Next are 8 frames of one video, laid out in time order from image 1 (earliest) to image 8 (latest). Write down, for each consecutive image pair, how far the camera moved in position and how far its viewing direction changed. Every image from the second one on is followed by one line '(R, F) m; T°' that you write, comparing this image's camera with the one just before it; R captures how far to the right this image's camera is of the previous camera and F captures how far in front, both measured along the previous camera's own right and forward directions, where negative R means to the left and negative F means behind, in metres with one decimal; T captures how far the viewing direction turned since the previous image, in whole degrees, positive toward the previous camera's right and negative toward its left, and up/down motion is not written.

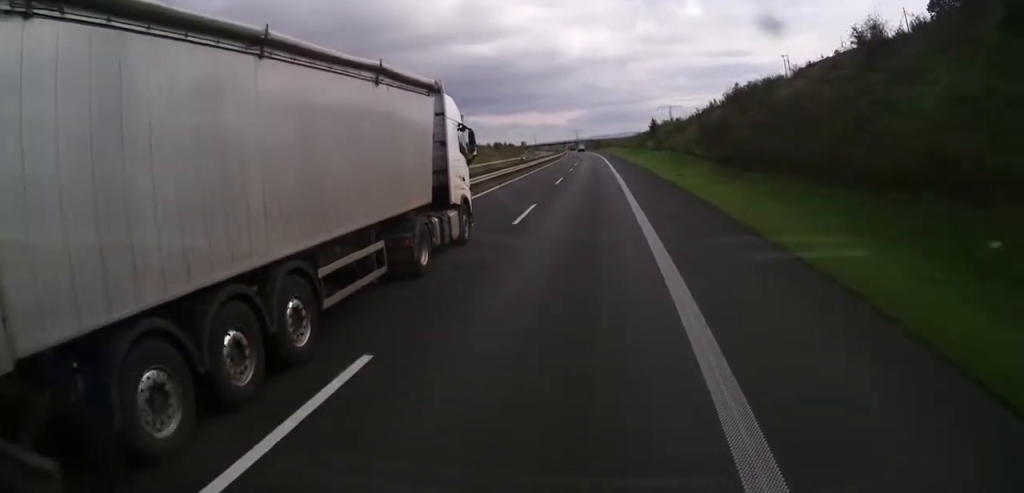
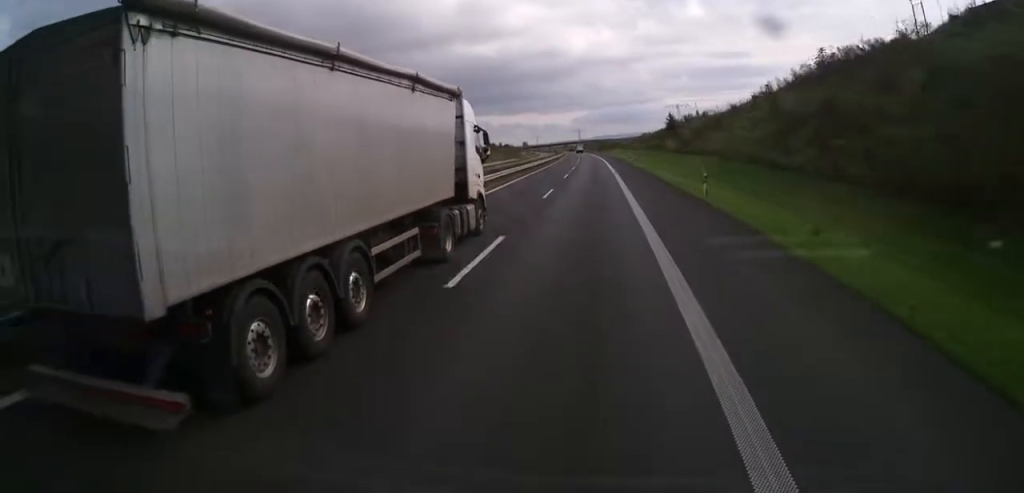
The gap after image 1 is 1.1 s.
(0.0, +26.0) m; +1°
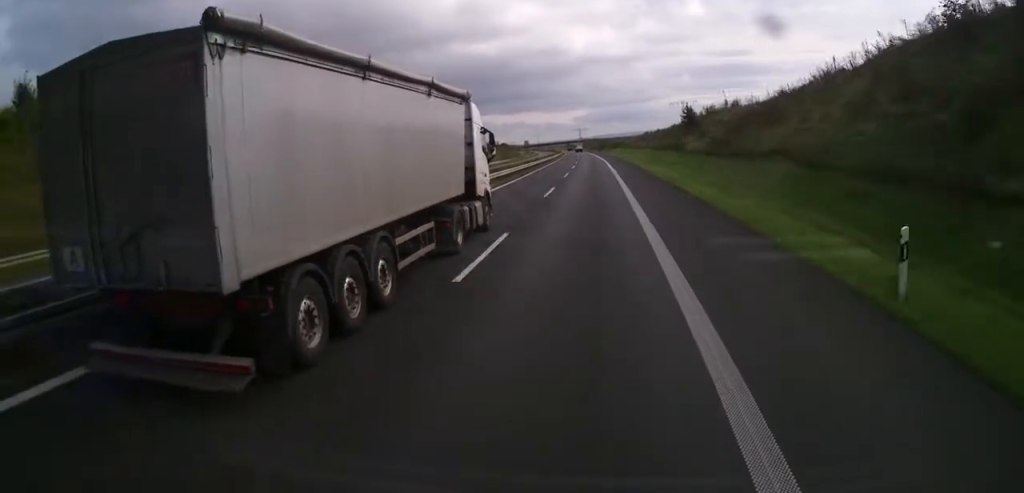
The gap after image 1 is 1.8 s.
(+0.1, +17.4) m; 0°
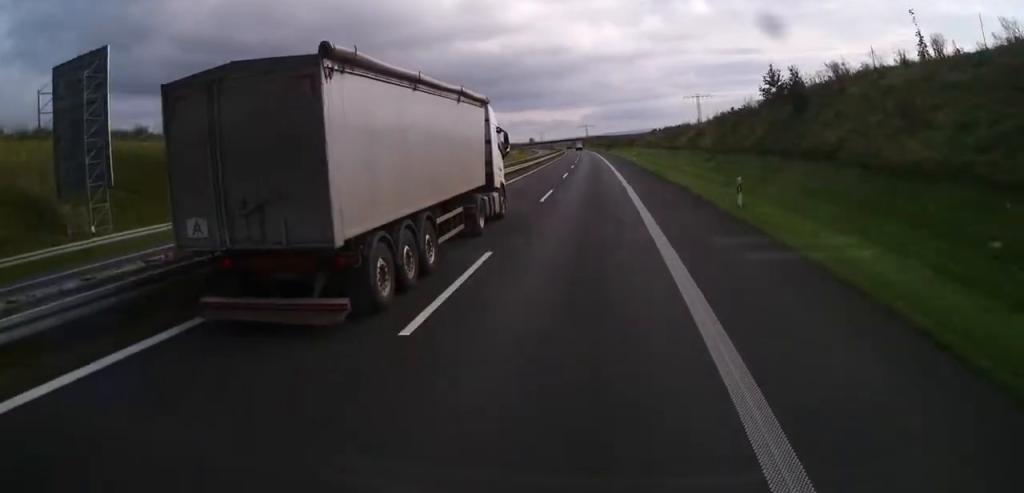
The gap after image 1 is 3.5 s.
(-0.8, +38.7) m; -2°
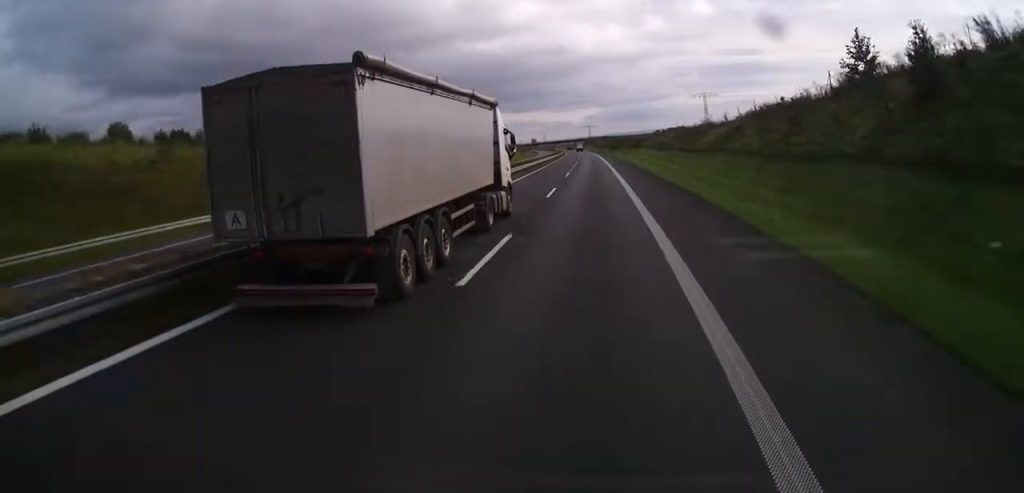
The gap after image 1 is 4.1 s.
(0.0, +15.0) m; 0°
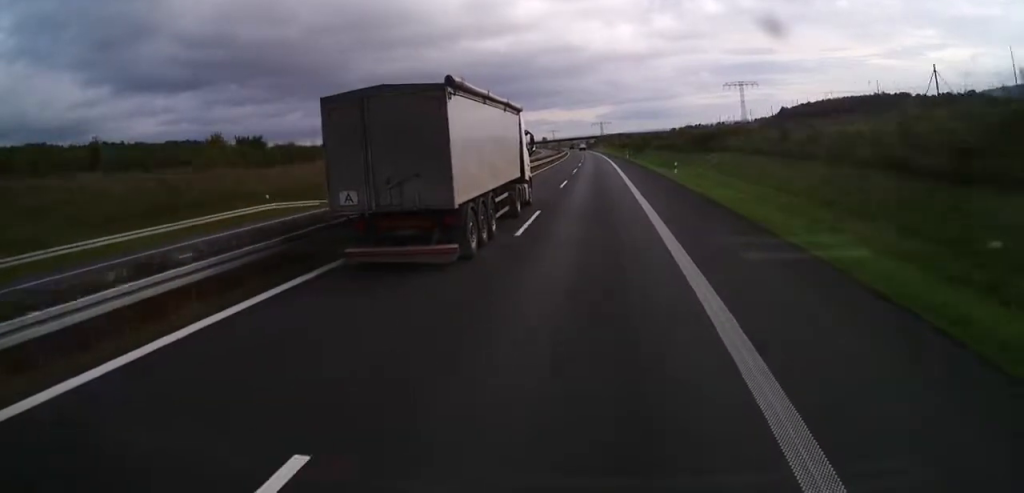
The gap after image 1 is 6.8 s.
(-0.1, +65.1) m; 0°
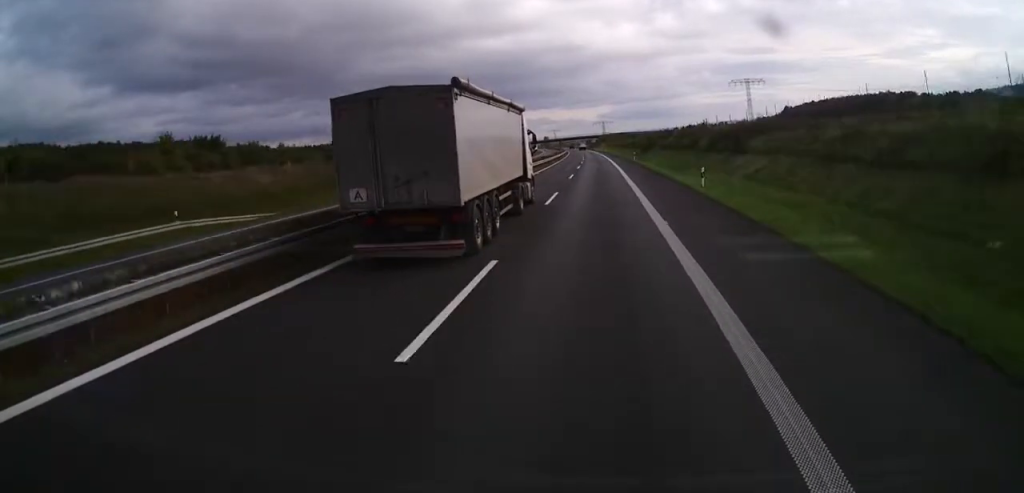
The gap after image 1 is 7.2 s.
(-0.1, +9.6) m; 0°
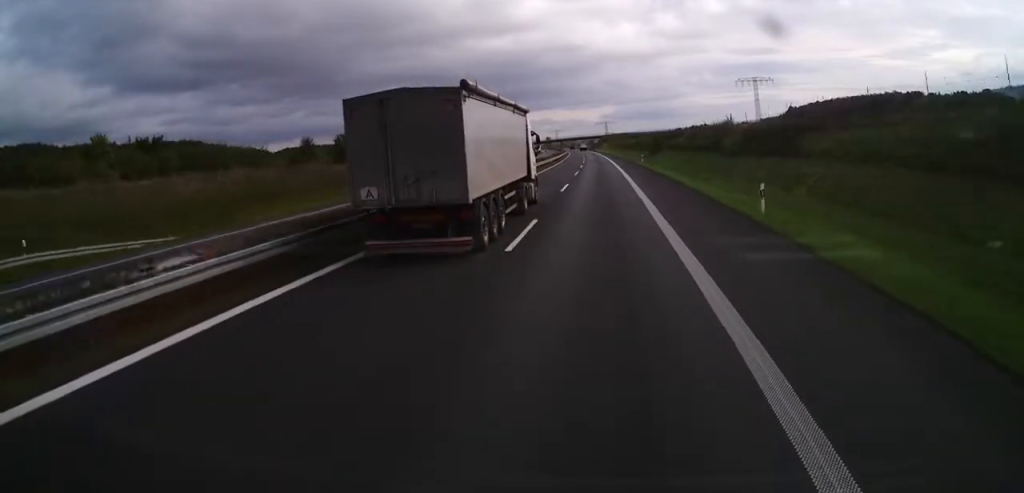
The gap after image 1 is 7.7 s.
(0.0, +10.4) m; 0°
